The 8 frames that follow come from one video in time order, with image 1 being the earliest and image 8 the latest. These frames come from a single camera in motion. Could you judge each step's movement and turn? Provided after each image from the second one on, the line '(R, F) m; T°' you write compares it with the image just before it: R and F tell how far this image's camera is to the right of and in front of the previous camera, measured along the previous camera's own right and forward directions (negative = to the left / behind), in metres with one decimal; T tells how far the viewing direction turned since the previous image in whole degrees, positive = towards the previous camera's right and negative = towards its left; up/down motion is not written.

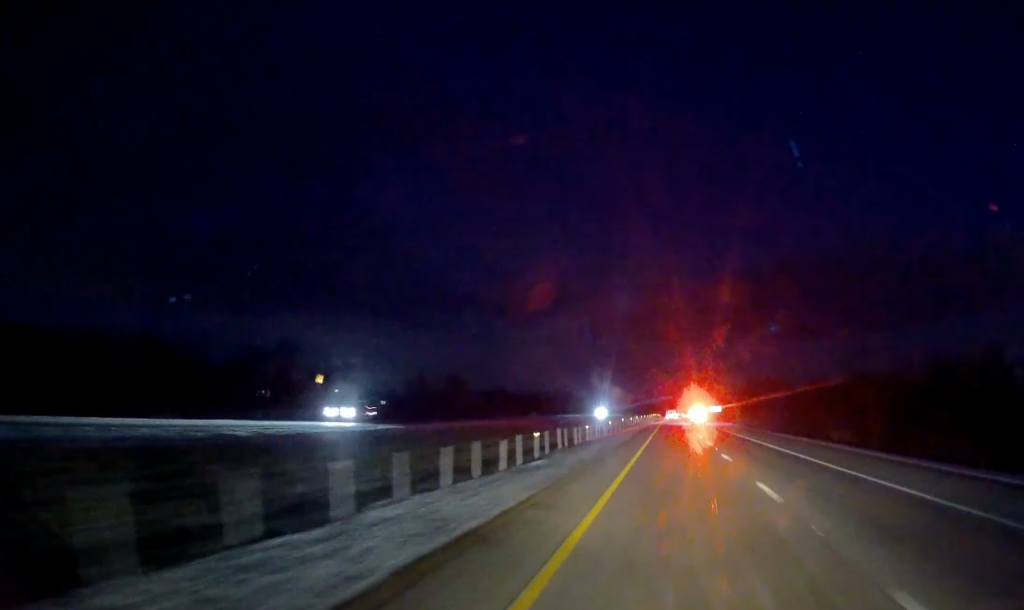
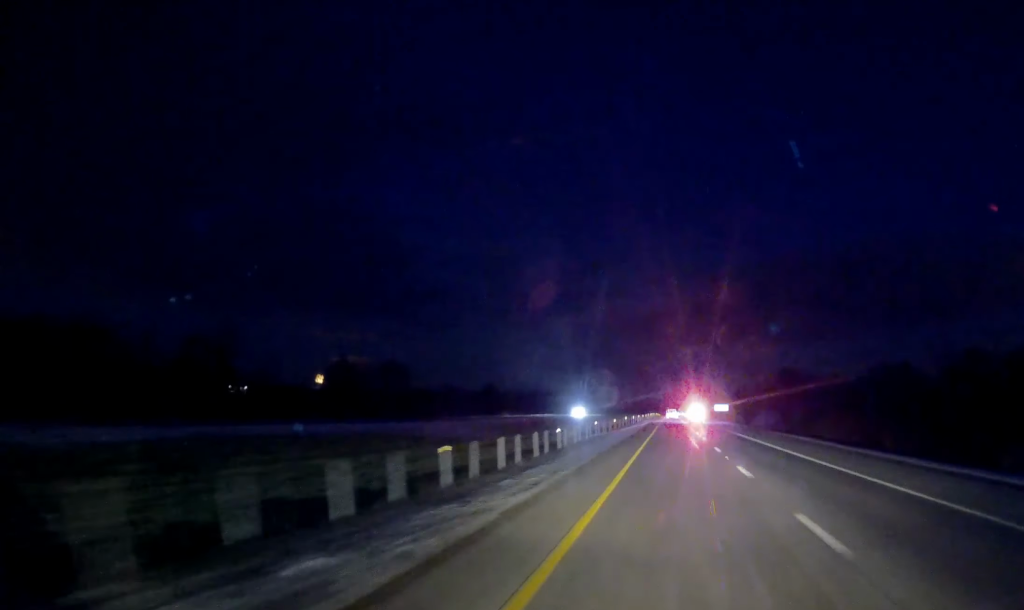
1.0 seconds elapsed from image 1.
(+0.2, +30.4) m; 0°
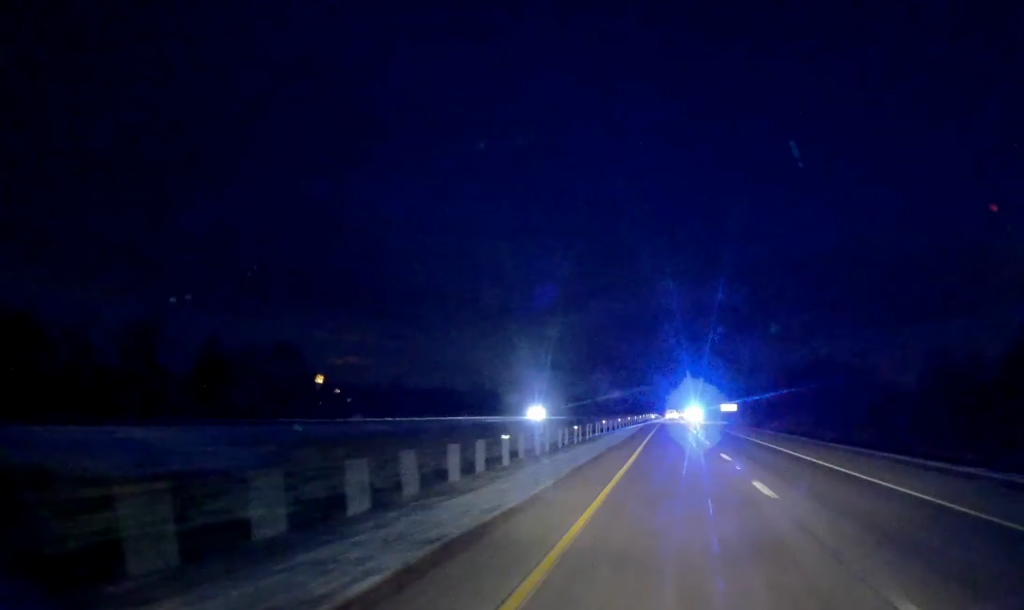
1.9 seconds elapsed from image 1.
(0.0, +29.5) m; -1°
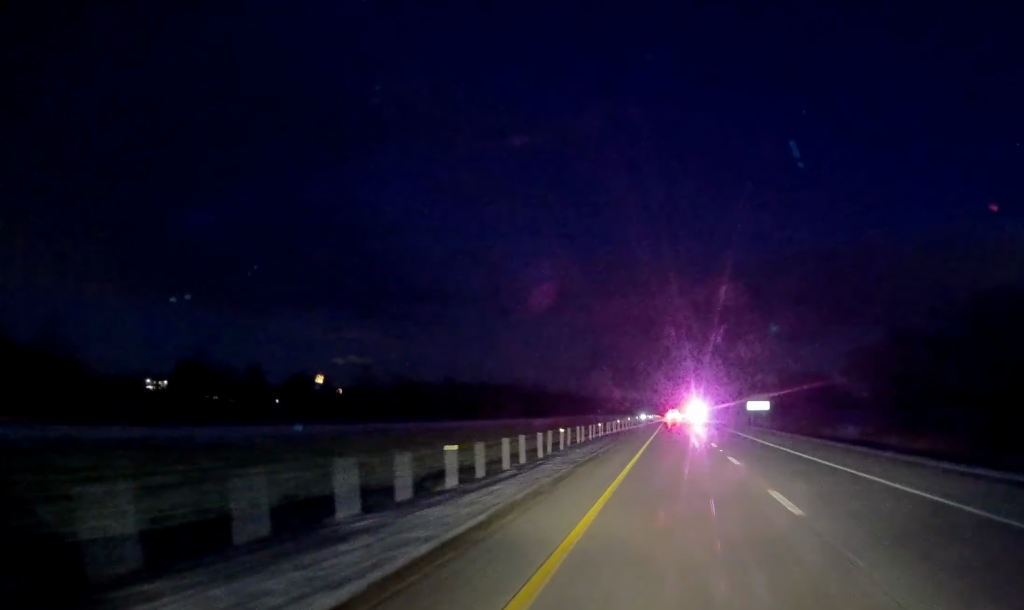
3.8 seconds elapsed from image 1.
(-0.6, +61.4) m; 0°
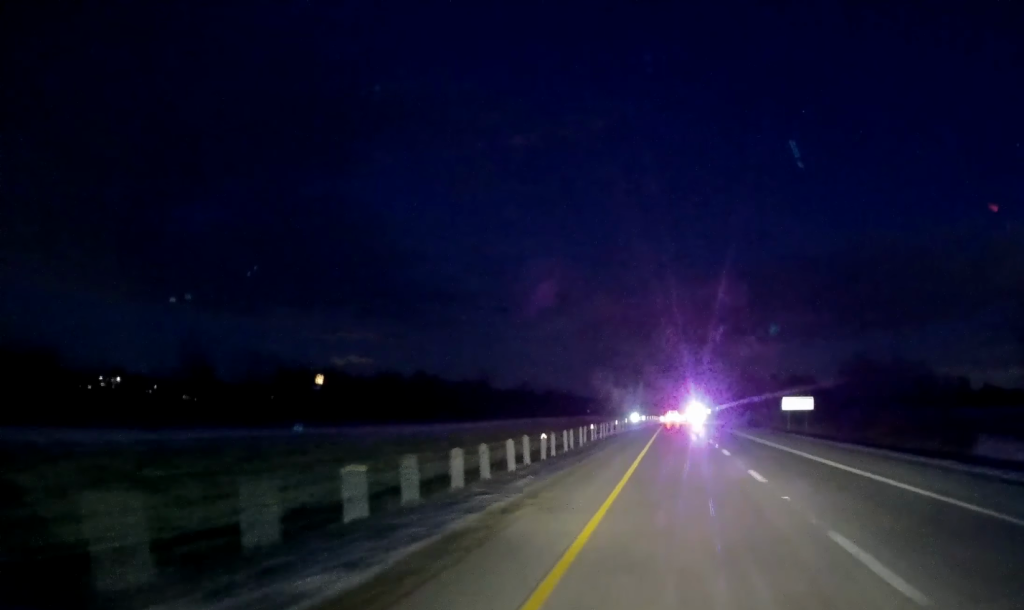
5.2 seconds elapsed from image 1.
(+0.4, +42.6) m; 0°
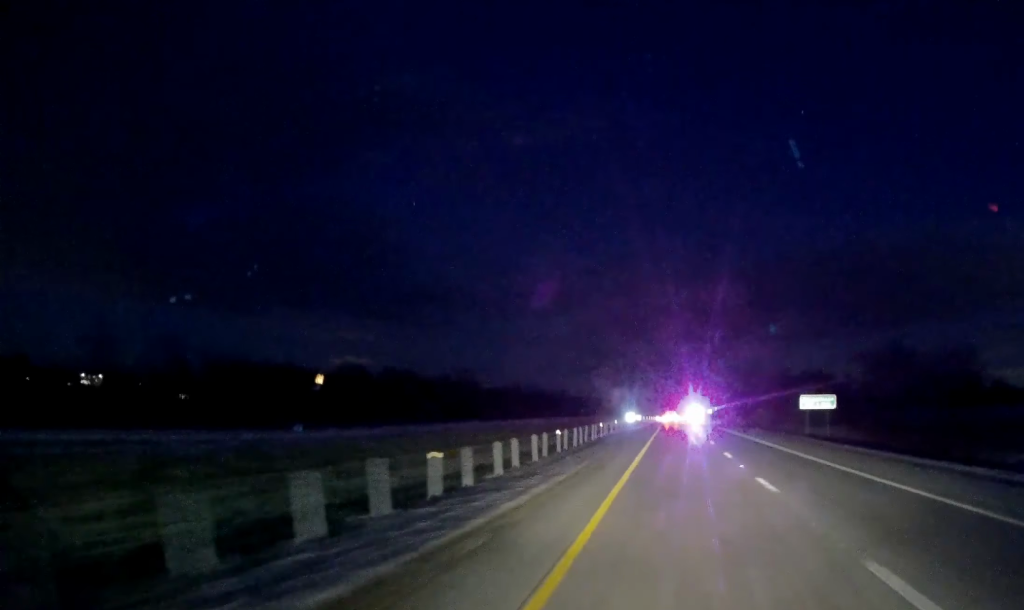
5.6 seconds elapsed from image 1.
(0.0, +13.8) m; 0°
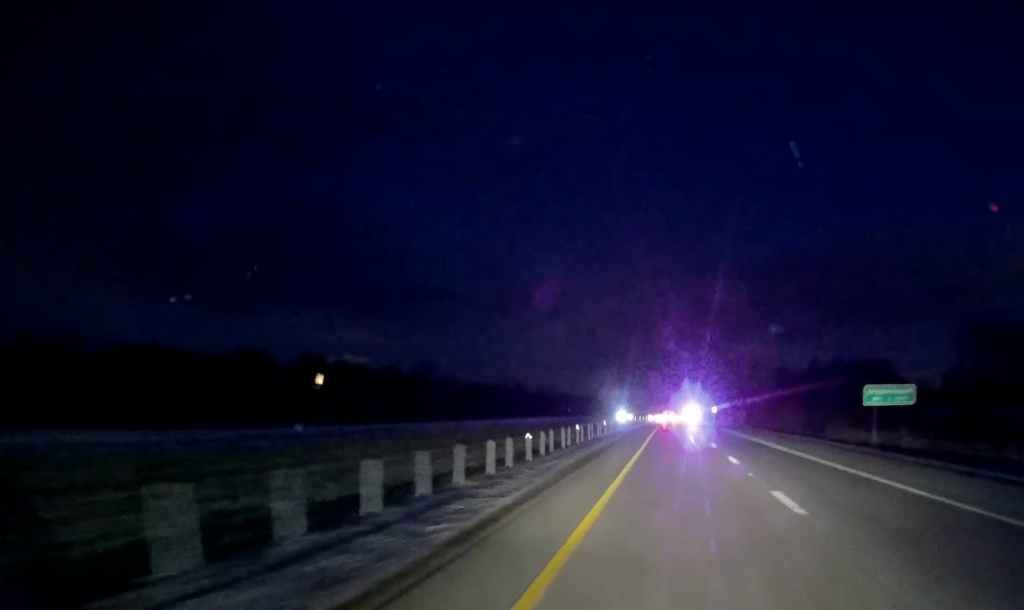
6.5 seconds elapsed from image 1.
(-0.4, +27.7) m; +1°
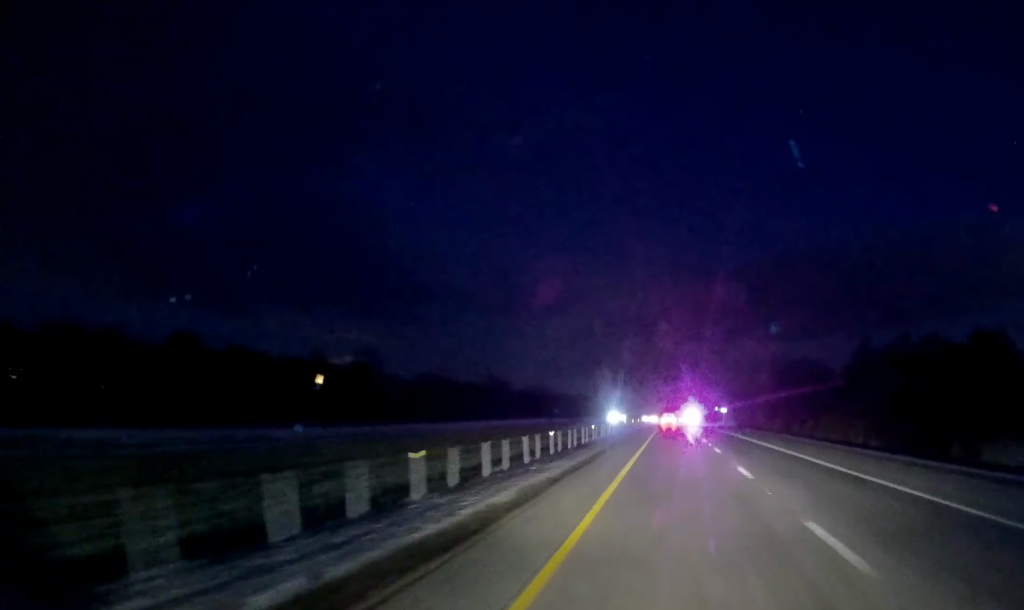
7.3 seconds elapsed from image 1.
(+0.9, +27.6) m; +1°
